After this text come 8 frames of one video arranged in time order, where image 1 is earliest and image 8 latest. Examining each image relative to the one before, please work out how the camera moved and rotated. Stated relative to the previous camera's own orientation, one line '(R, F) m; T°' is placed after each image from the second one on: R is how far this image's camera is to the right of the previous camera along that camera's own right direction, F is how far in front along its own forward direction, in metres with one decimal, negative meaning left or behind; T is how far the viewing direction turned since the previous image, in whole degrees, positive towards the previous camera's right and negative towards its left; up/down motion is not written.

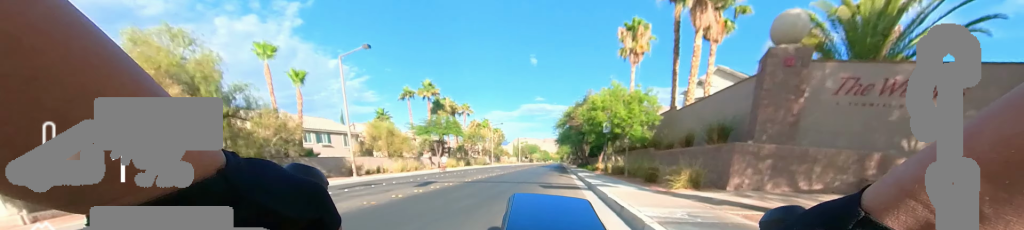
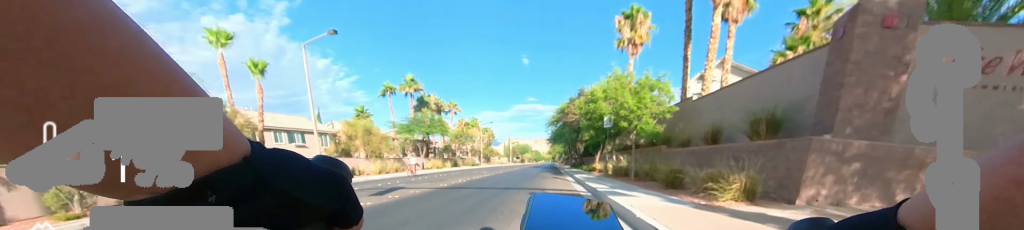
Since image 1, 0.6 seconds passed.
(0.0, +3.0) m; 0°
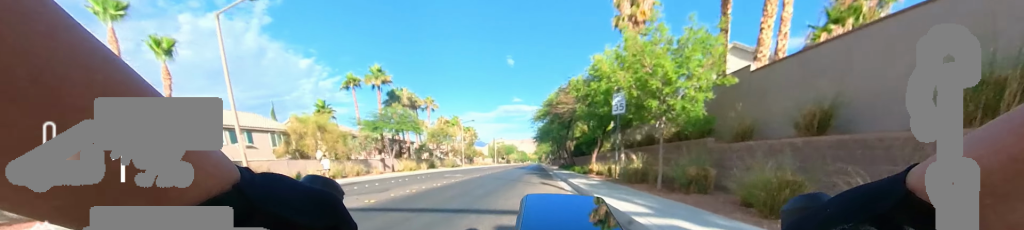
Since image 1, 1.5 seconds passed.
(0.0, +5.4) m; 0°
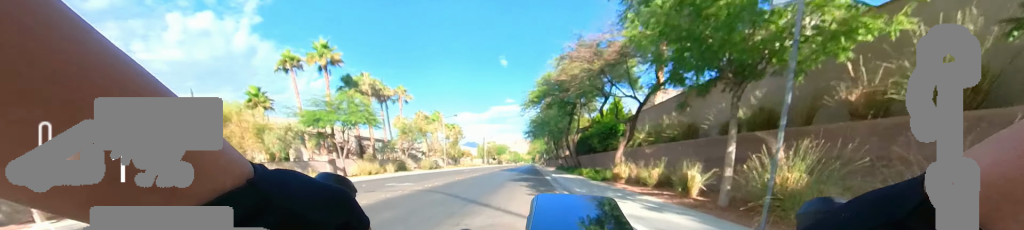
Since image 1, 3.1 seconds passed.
(0.0, +9.5) m; 0°
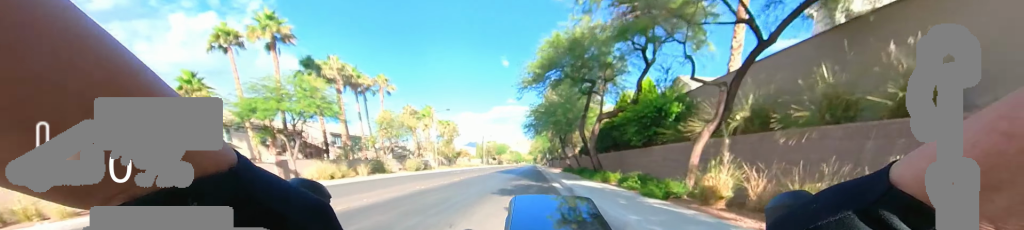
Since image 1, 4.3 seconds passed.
(0.0, +7.1) m; 0°
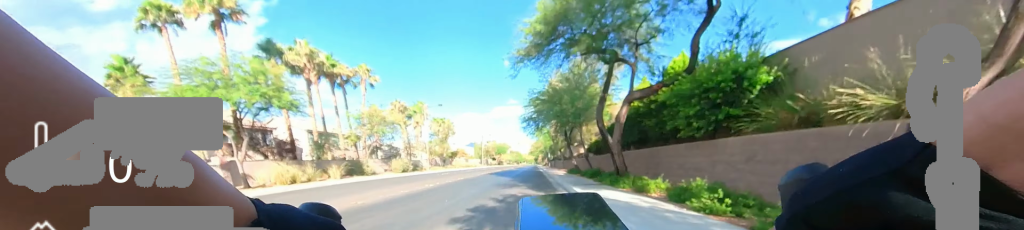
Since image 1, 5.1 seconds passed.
(0.0, +5.1) m; 0°
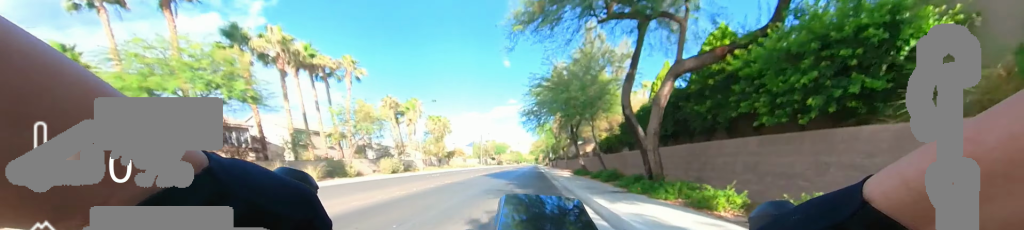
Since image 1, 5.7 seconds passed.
(0.0, +3.6) m; 0°
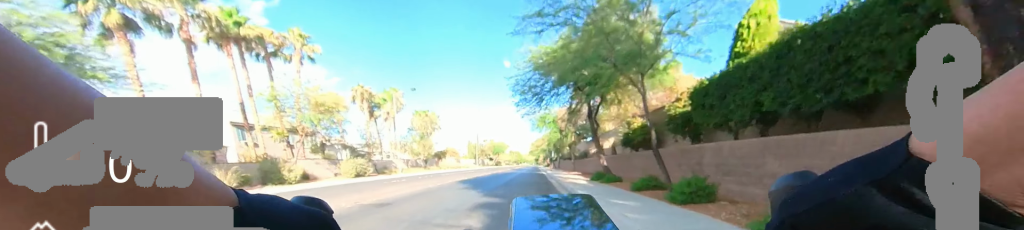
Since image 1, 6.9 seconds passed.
(0.0, +8.1) m; 0°
